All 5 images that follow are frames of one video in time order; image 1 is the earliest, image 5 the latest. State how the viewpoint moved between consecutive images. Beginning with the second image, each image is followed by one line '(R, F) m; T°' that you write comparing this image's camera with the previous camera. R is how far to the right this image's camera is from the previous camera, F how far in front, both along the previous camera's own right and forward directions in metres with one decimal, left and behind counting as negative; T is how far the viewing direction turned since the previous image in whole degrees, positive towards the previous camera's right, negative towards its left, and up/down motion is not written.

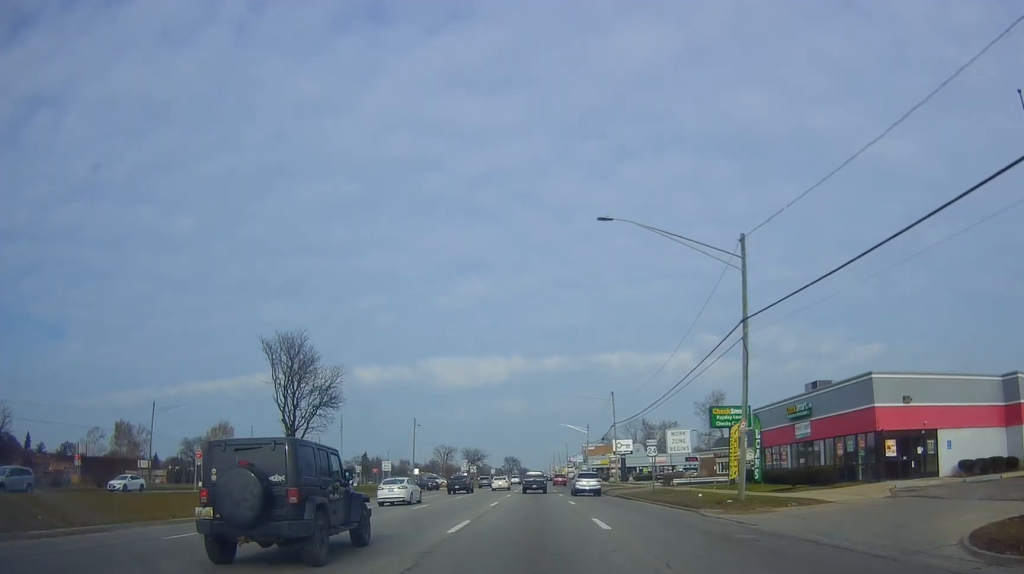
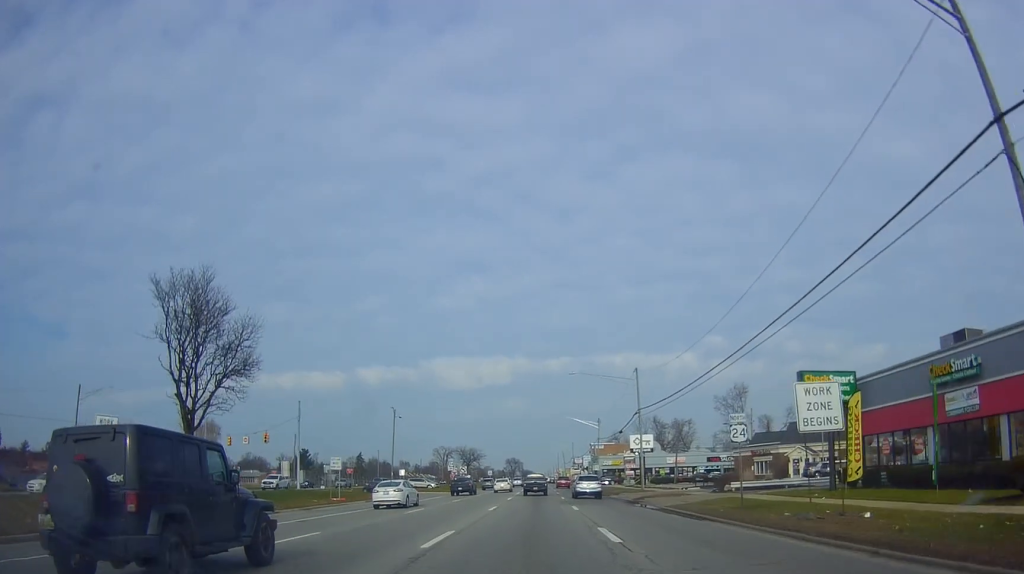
(0.0, +17.0) m; -2°
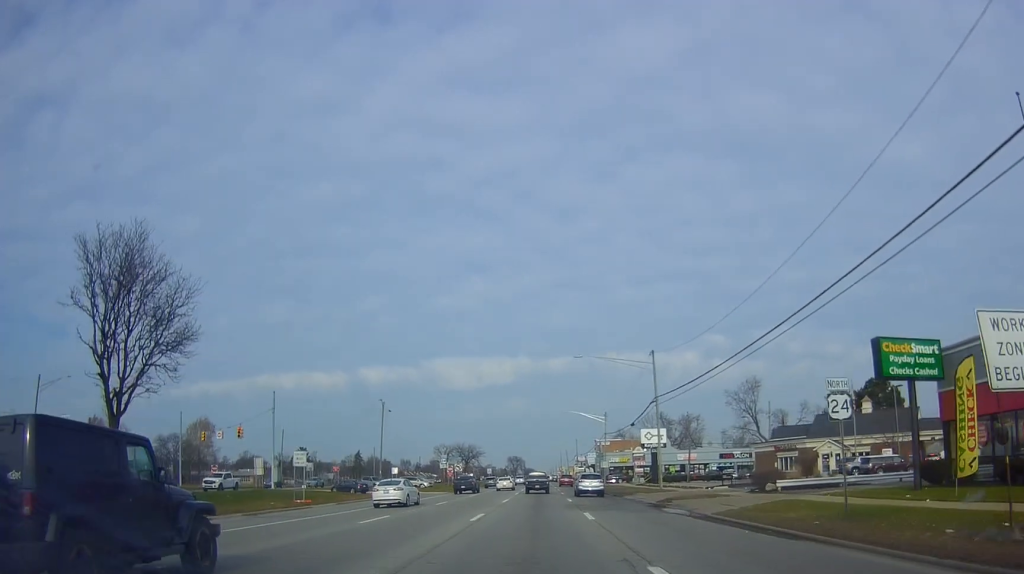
(-0.4, +7.7) m; 0°
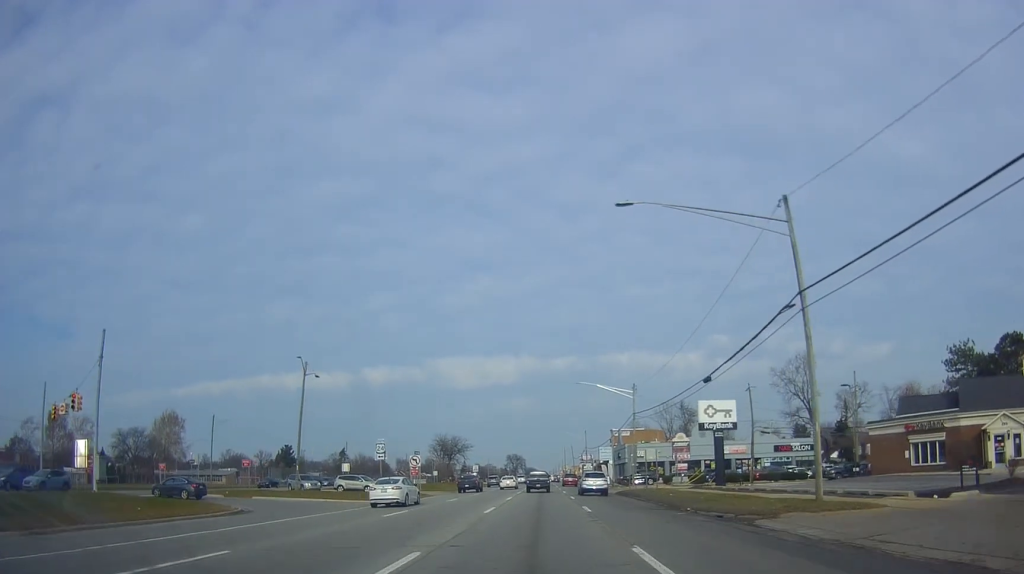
(+0.5, +28.4) m; +3°
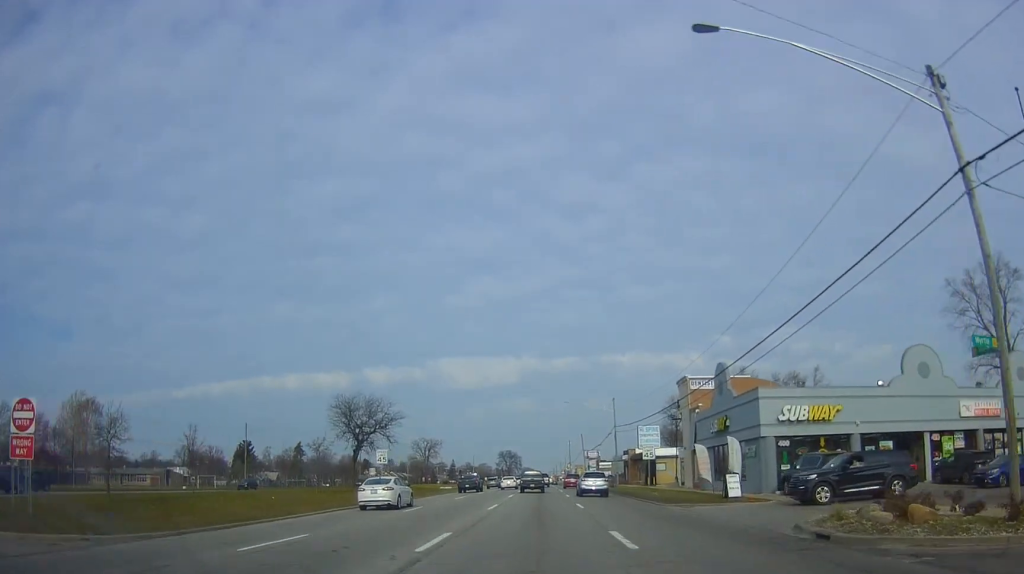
(-0.8, +56.7) m; -2°
